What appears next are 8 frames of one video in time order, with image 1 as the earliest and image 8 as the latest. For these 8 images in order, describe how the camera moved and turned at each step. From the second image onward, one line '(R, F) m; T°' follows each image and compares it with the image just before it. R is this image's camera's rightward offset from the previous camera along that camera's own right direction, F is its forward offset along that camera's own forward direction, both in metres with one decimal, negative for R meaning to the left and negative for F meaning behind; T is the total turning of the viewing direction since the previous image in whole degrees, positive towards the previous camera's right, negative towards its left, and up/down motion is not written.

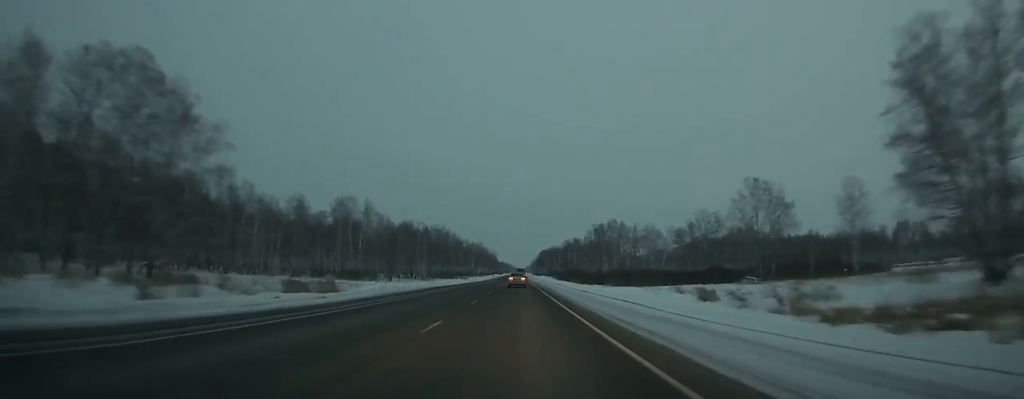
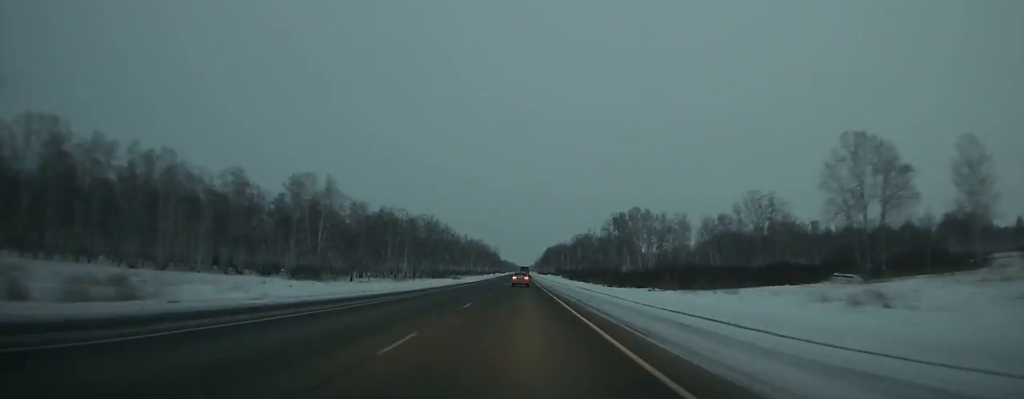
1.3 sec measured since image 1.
(-0.1, +39.7) m; 0°
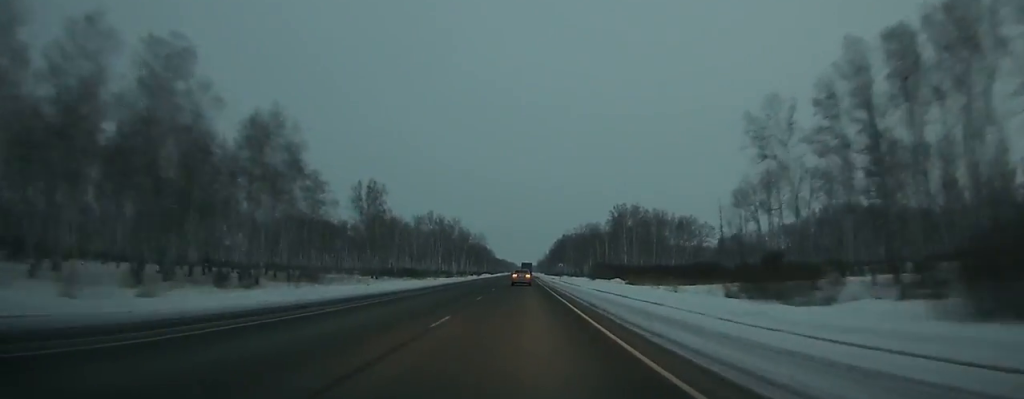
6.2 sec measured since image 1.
(-0.4, +148.8) m; 0°
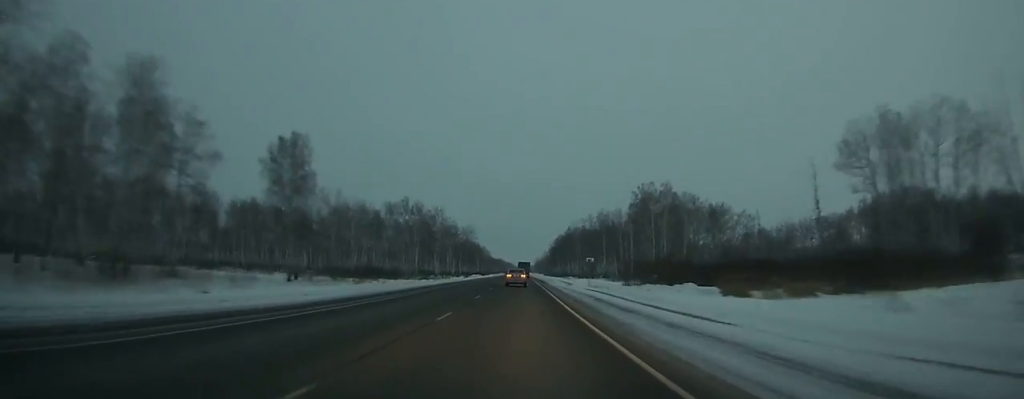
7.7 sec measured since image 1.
(+0.1, +44.0) m; 0°
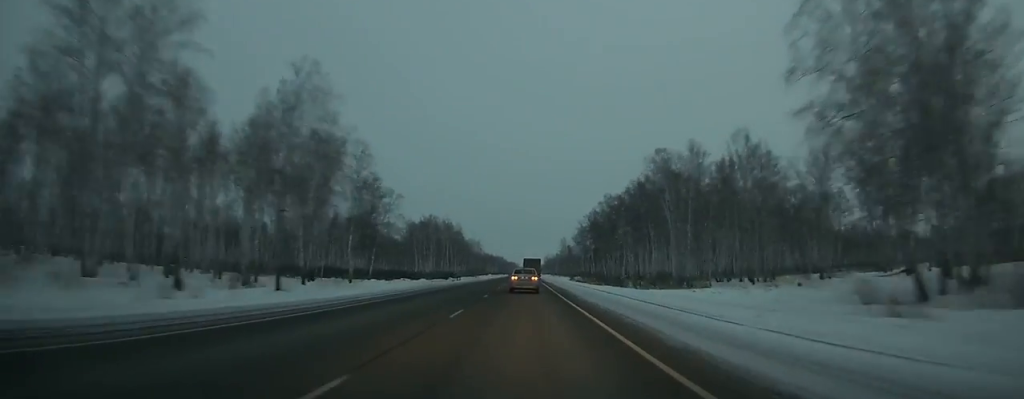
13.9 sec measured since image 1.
(+0.1, +172.4) m; 0°
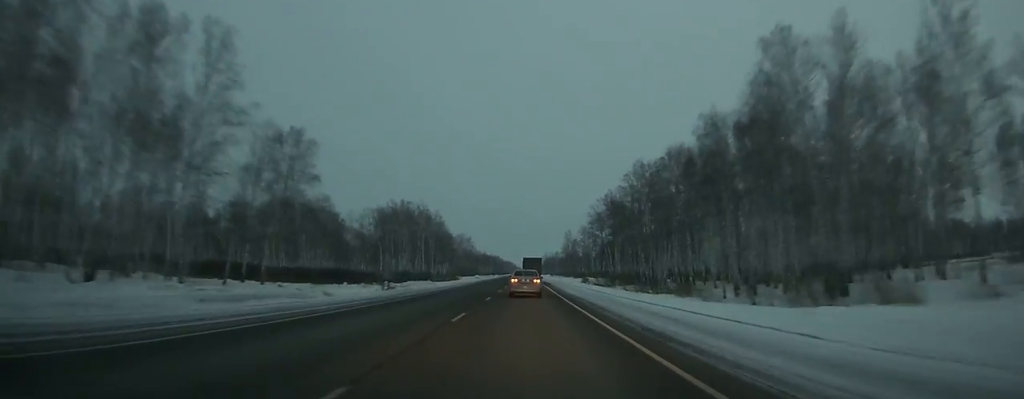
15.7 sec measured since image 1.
(0.0, +46.7) m; 0°
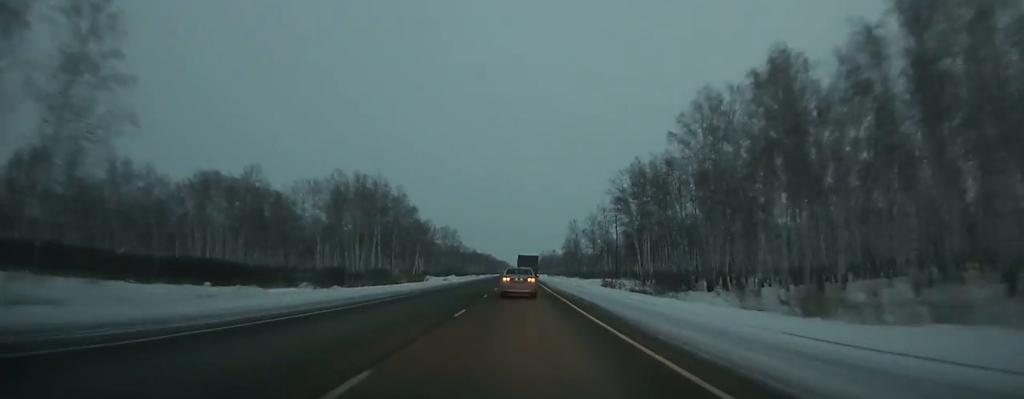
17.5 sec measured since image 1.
(+0.3, +44.2) m; 0°
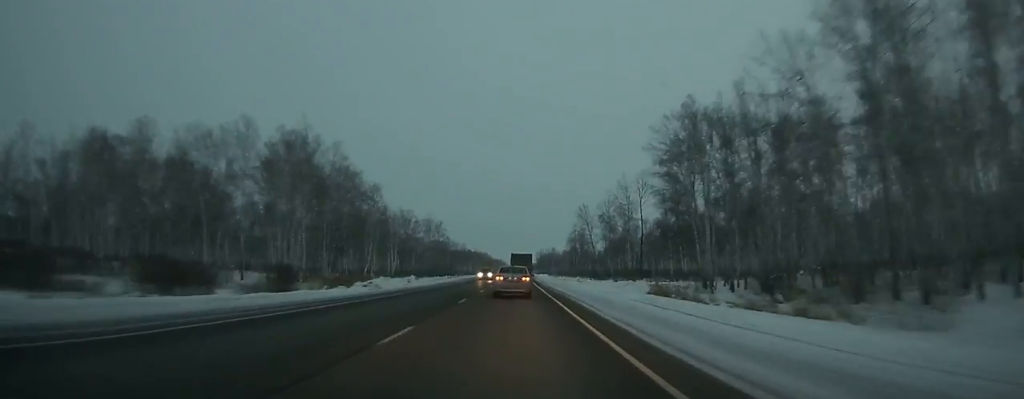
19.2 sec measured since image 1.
(0.0, +41.0) m; 0°
